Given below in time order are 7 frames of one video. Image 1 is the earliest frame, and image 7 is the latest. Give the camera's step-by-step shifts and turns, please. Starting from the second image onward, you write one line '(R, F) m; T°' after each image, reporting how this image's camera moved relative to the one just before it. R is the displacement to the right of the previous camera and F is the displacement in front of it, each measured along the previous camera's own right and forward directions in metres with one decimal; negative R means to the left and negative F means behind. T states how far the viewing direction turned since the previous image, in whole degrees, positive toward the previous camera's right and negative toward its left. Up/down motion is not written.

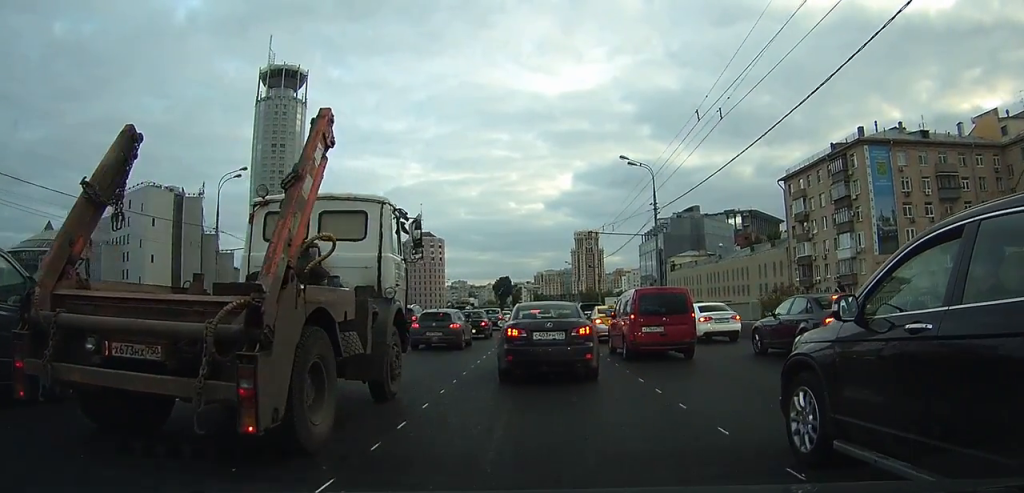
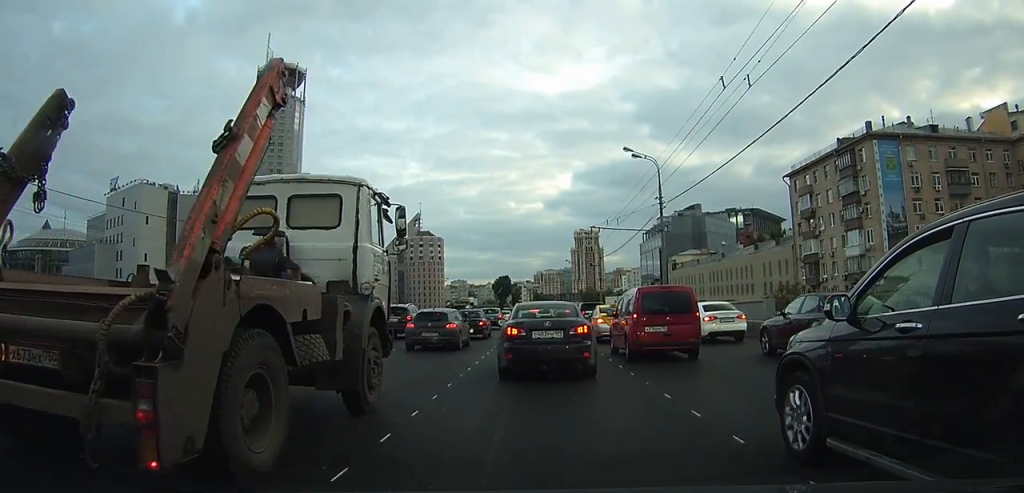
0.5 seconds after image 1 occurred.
(0.0, +2.0) m; -1°
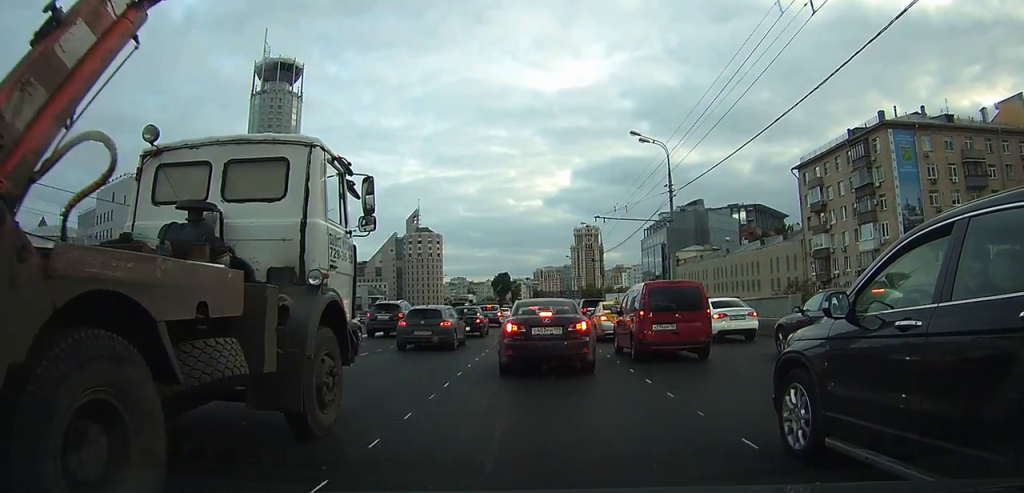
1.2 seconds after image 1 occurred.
(0.0, +3.1) m; -2°
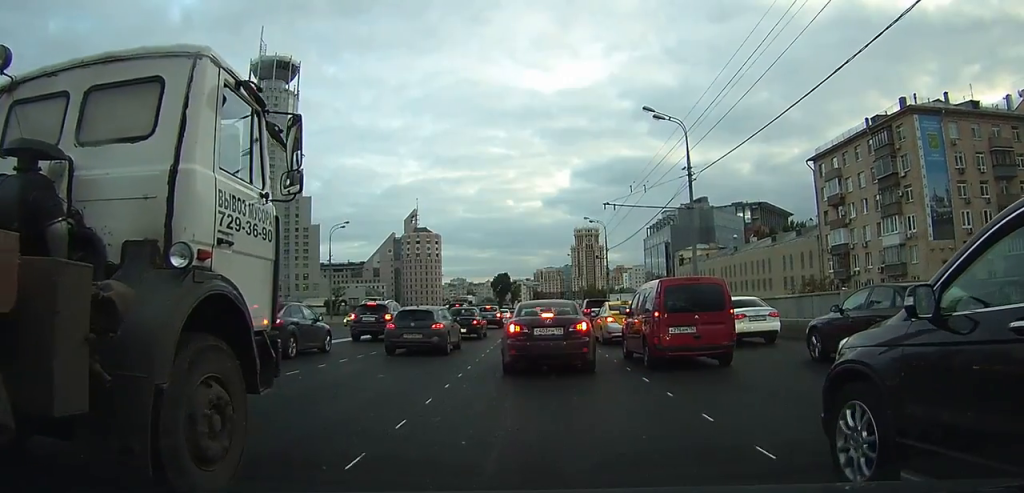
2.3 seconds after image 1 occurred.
(-0.1, +5.2) m; -1°
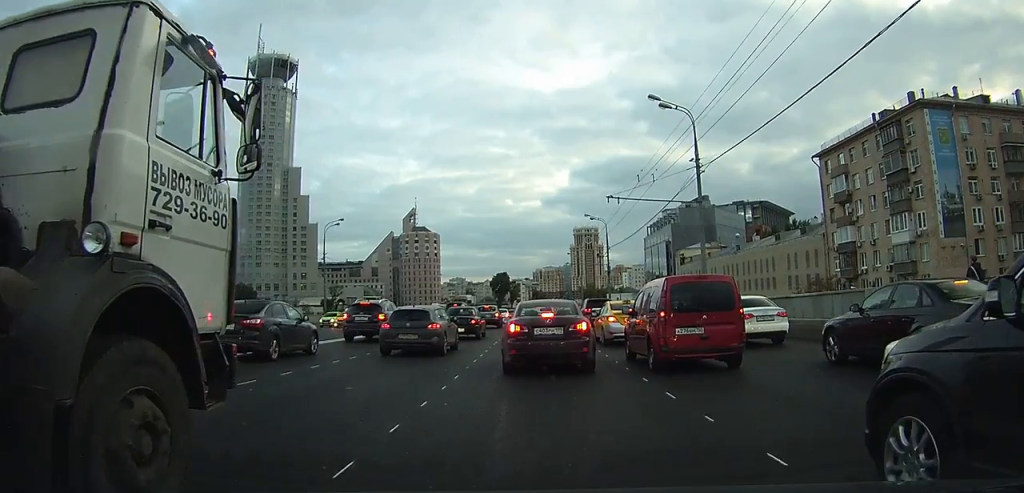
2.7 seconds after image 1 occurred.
(0.0, +2.1) m; 0°
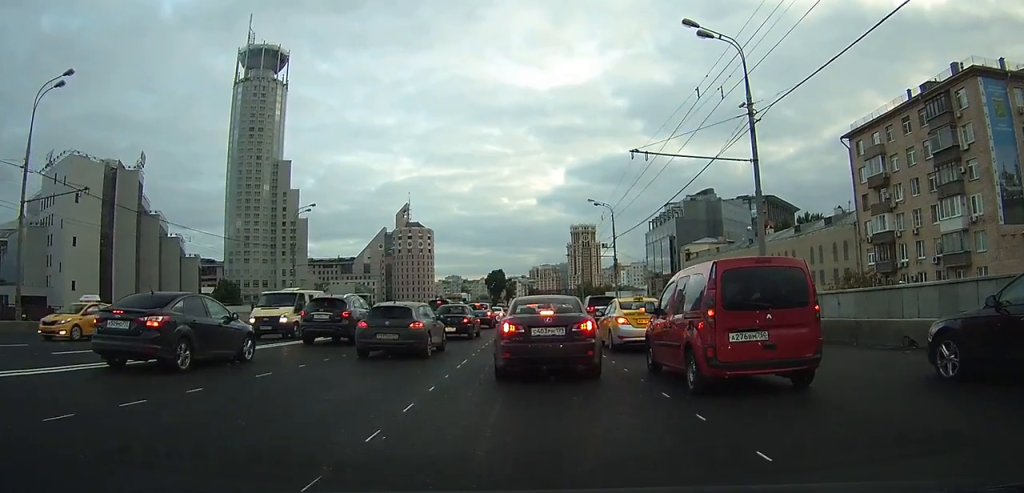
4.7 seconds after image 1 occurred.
(+0.1, +9.3) m; +2°
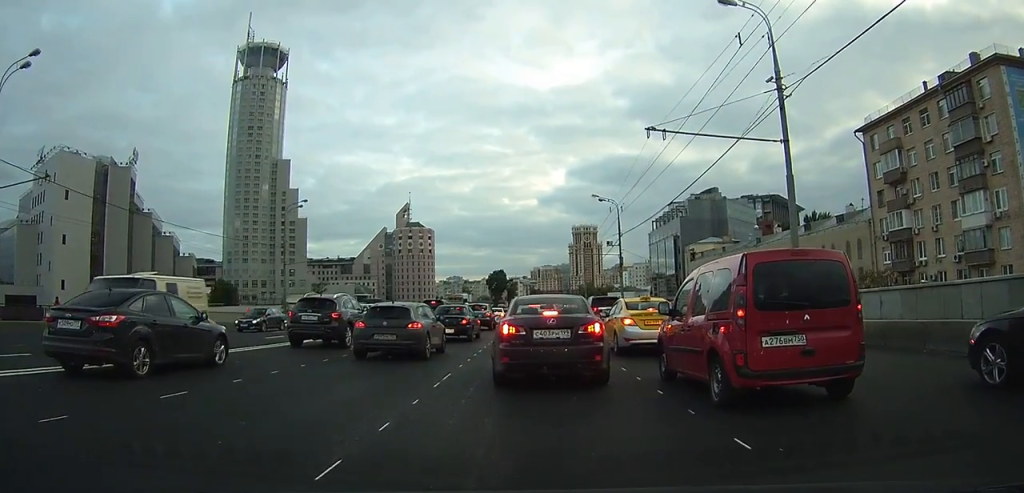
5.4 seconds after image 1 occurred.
(0.0, +3.1) m; +1°
